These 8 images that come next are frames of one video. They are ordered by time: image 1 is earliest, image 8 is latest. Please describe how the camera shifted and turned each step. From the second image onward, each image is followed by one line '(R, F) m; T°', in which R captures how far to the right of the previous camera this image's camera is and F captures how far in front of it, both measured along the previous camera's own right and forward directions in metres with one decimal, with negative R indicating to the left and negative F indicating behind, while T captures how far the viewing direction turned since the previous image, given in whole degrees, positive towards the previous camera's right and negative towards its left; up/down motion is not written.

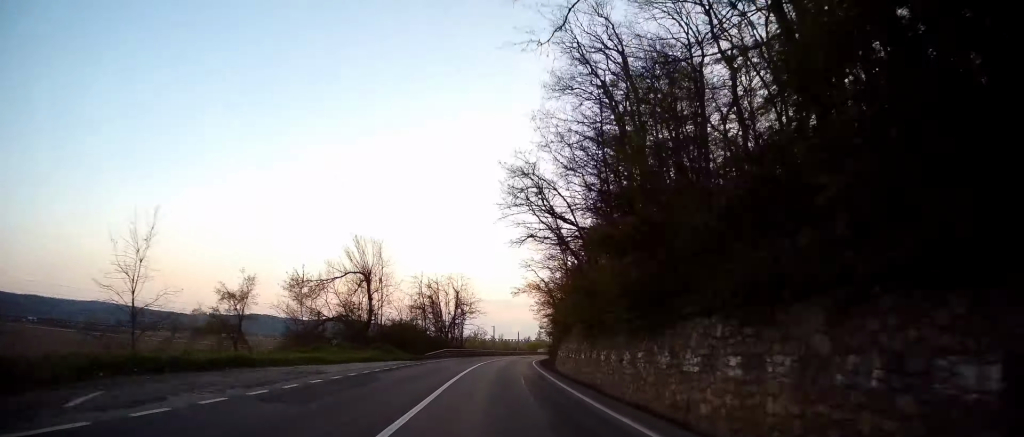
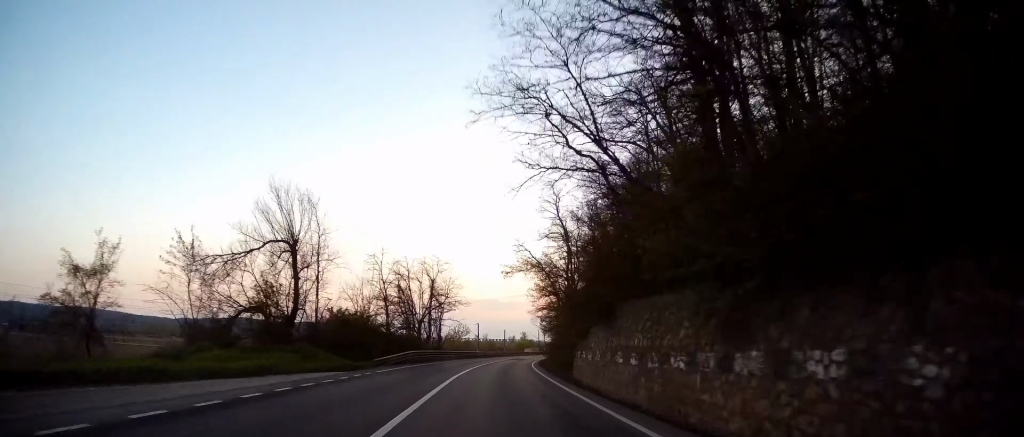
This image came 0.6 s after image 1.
(0.0, +15.7) m; +1°
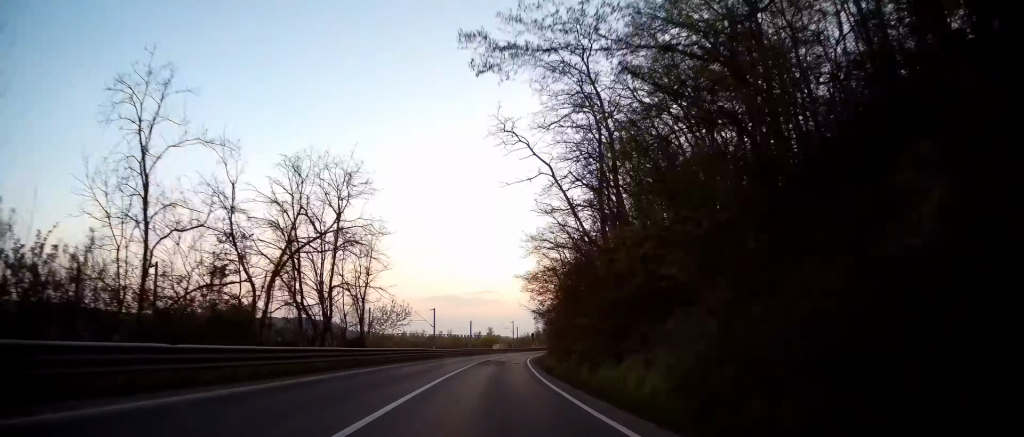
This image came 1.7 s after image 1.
(+0.8, +32.5) m; +3°
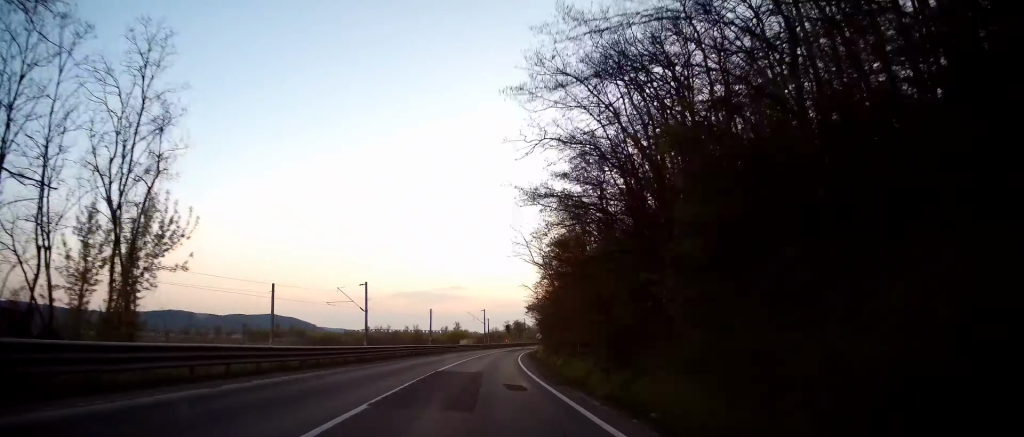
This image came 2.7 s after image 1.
(+0.7, +28.2) m; +3°
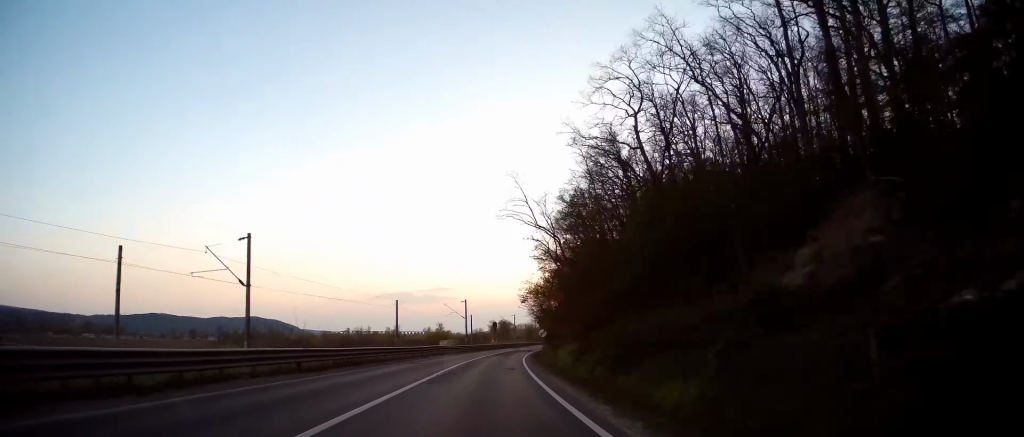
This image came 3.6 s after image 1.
(+0.3, +23.8) m; +3°
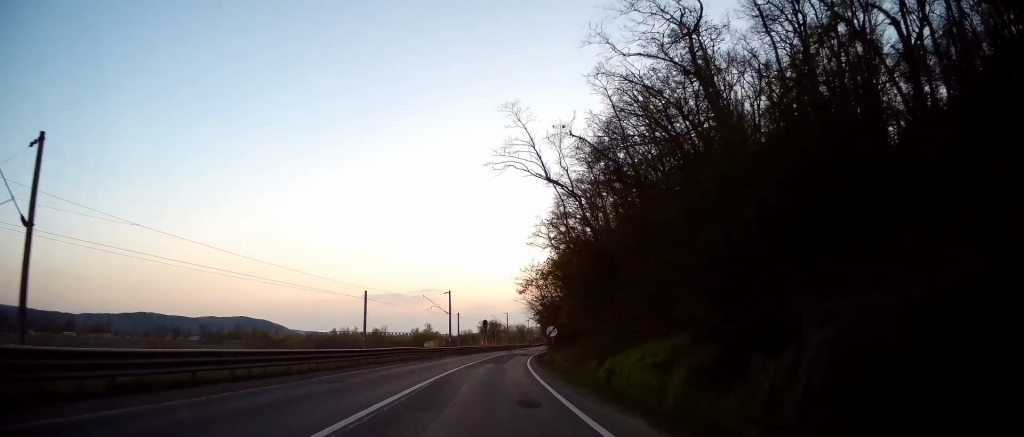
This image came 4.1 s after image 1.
(+0.5, +15.4) m; +1°
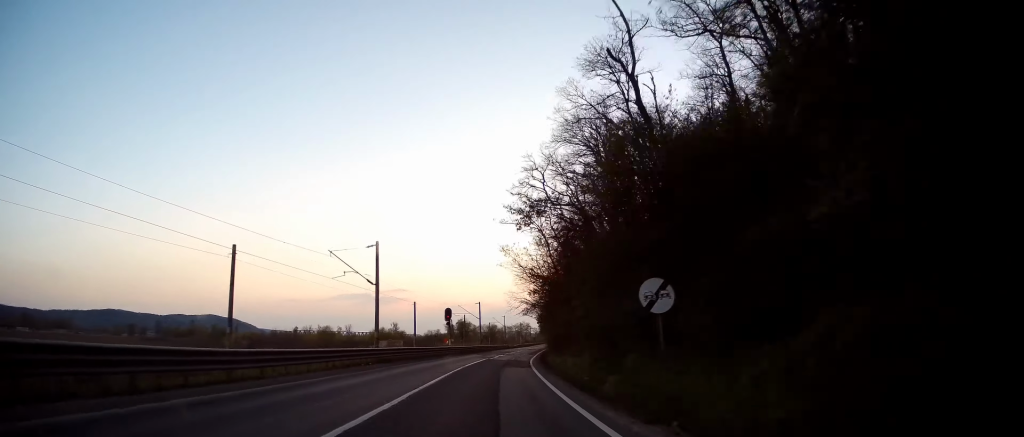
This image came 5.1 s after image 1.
(+0.5, +30.2) m; +2°
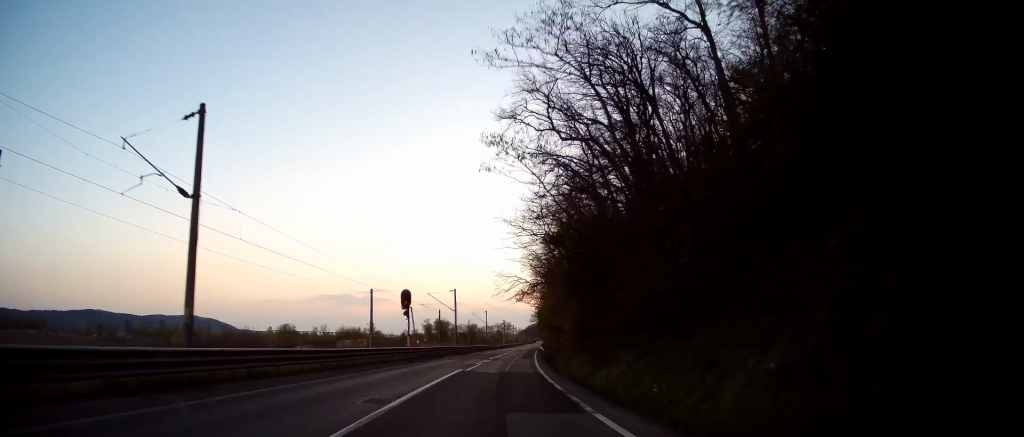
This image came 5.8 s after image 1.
(+0.3, +20.6) m; +2°
